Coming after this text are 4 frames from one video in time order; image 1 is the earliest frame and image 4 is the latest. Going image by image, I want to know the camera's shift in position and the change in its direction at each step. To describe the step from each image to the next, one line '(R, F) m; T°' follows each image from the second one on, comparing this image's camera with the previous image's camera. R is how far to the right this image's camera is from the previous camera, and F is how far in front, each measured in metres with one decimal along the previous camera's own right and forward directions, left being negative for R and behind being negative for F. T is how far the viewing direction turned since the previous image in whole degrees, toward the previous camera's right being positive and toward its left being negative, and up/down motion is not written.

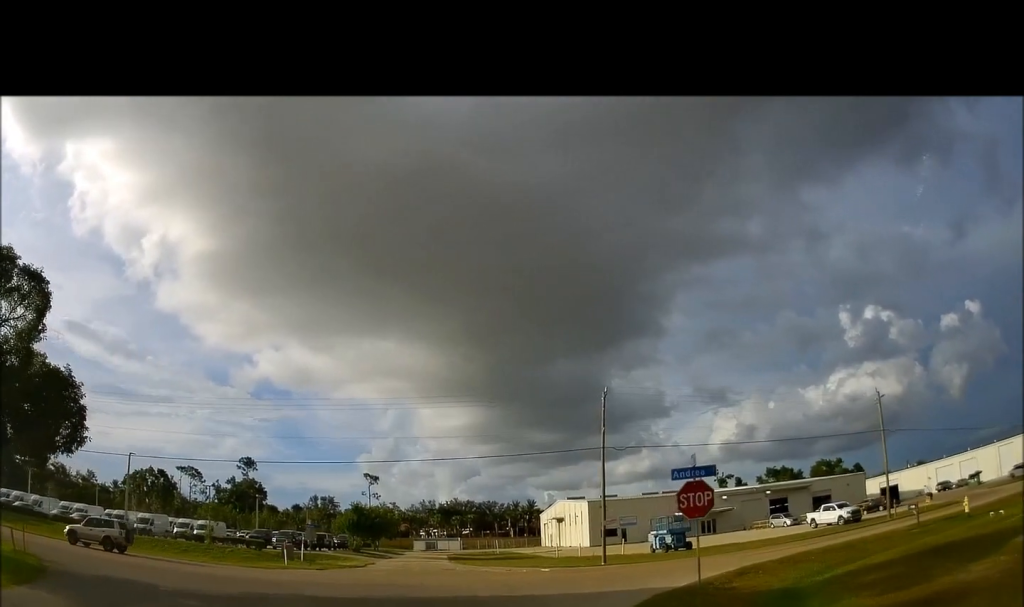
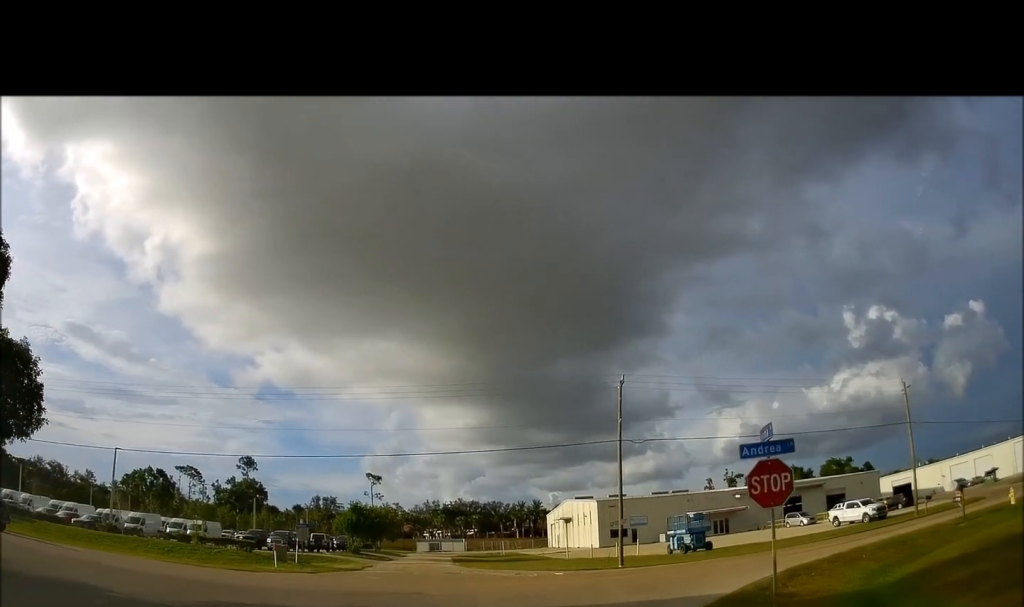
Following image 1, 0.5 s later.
(0.0, +3.7) m; 0°
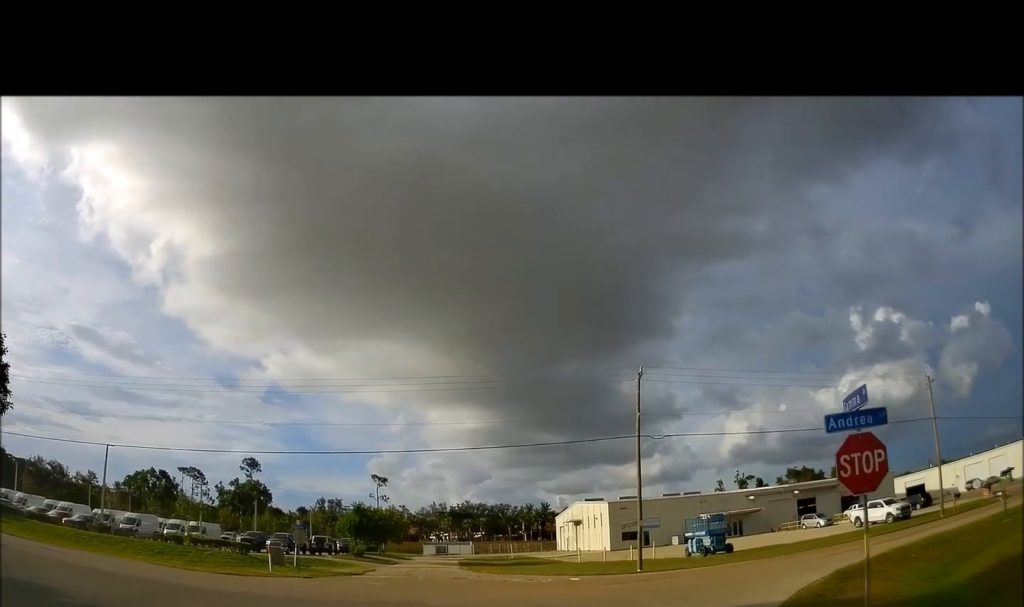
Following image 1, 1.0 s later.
(0.0, +2.8) m; +2°
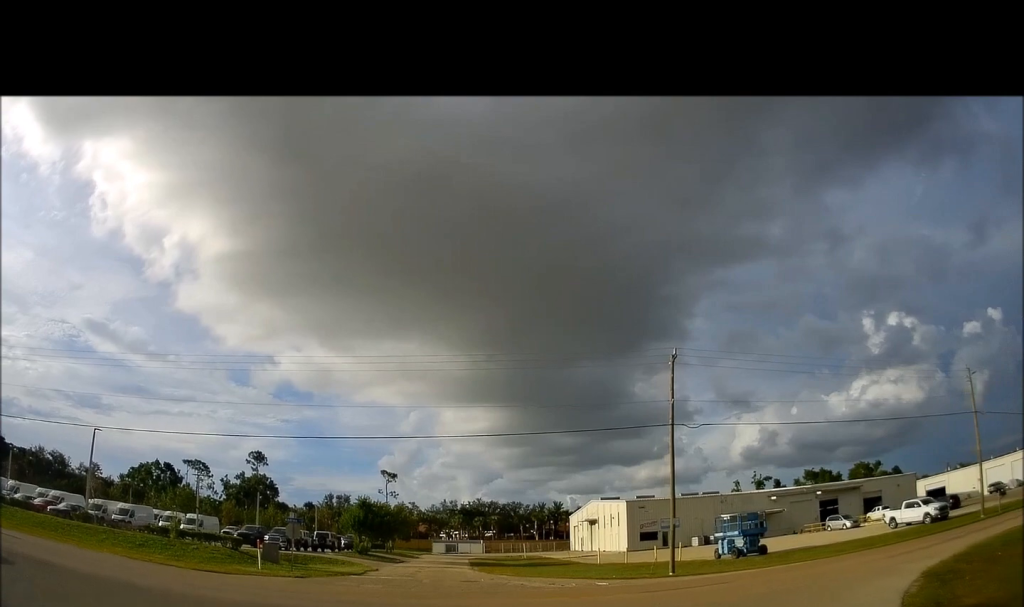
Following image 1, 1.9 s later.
(+0.1, +4.8) m; +4°
